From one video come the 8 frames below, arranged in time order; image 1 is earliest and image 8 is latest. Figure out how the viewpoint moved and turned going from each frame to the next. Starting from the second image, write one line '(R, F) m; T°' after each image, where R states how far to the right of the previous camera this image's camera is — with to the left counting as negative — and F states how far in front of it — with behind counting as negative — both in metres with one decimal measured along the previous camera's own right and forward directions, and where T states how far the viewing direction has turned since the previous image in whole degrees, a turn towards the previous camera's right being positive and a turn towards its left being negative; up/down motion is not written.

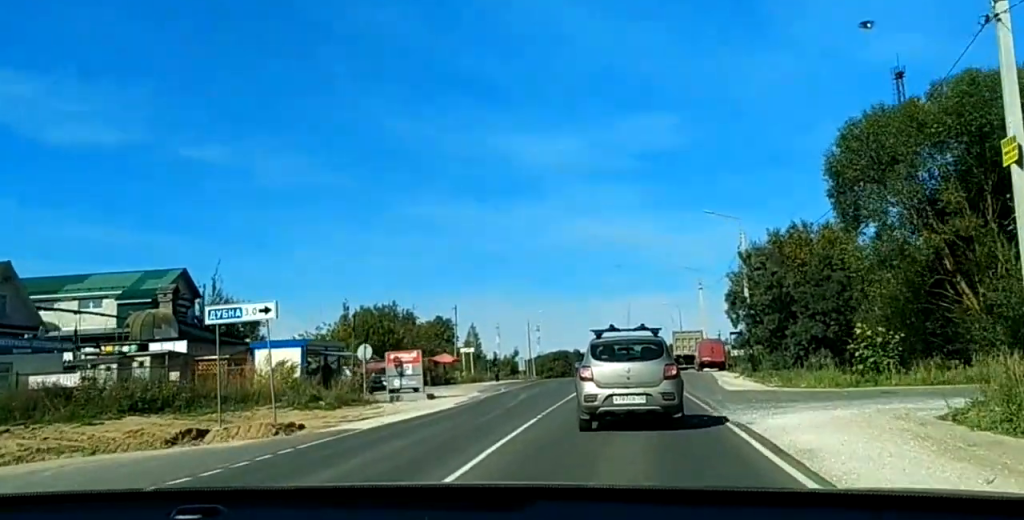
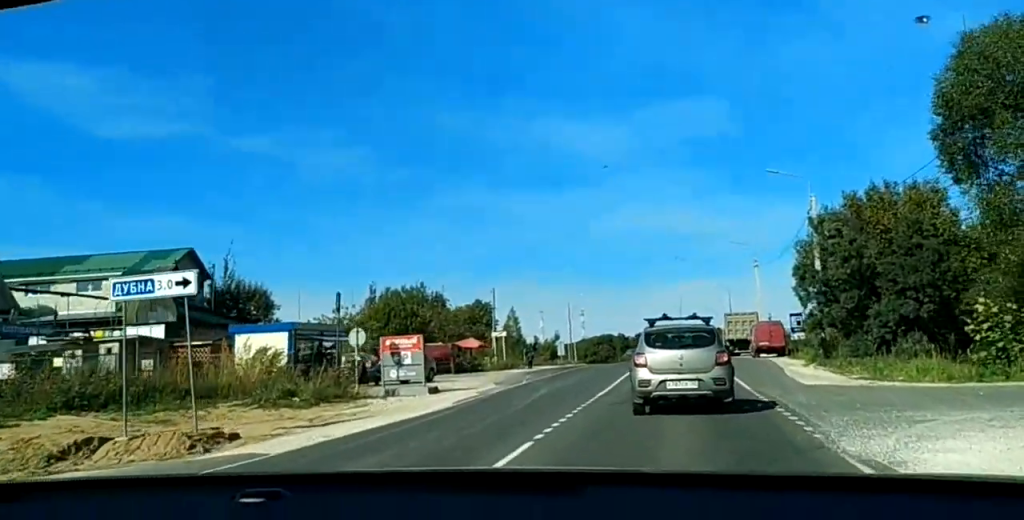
(+0.2, +7.9) m; +1°
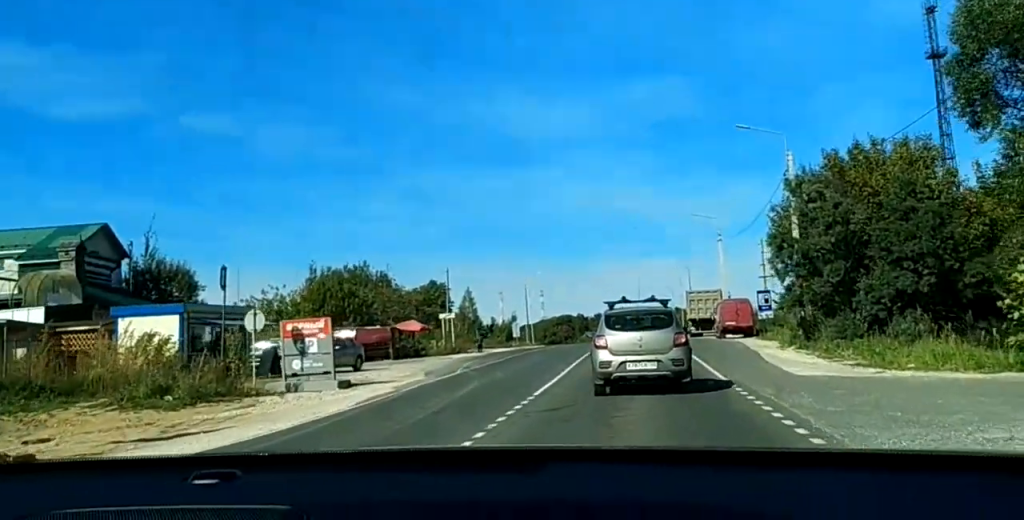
(0.0, +5.5) m; 0°
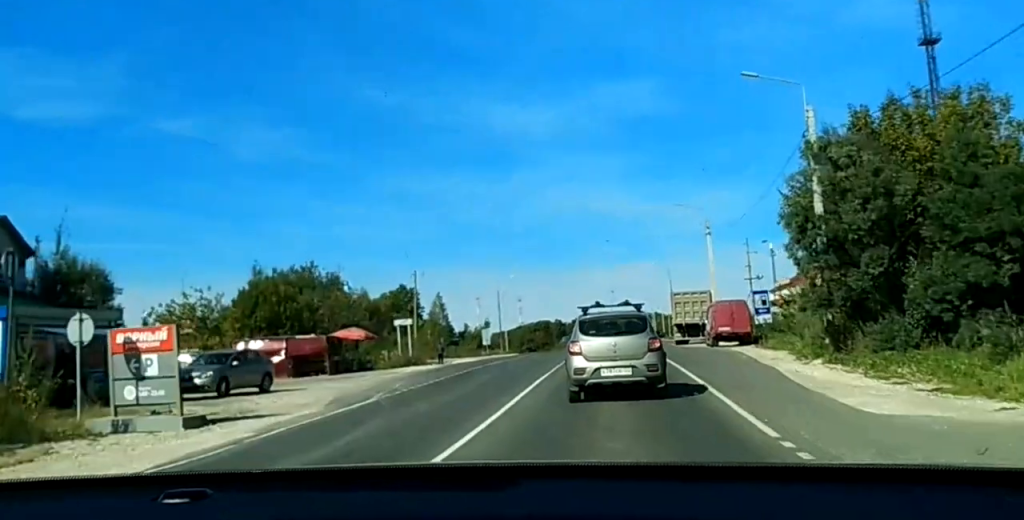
(+0.1, +8.6) m; -1°
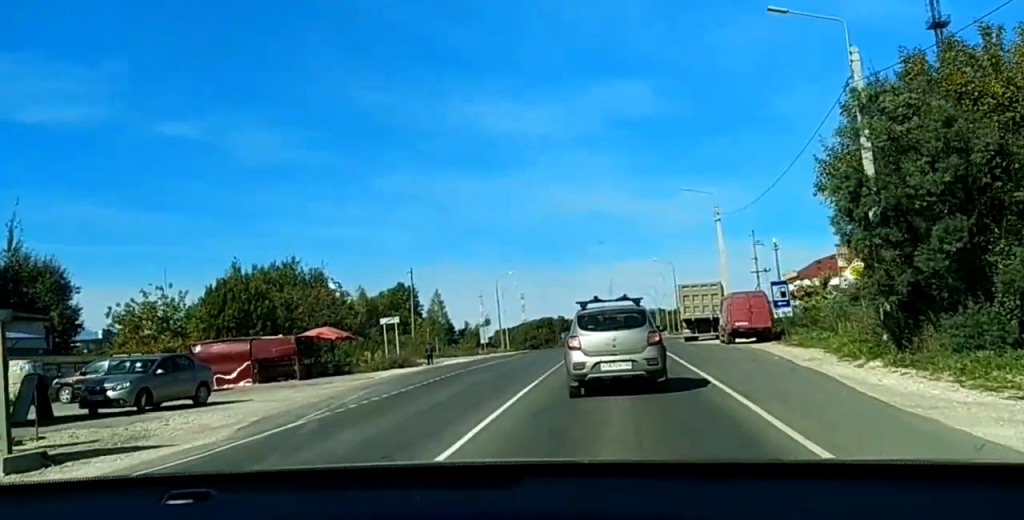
(-0.1, +5.5) m; -1°
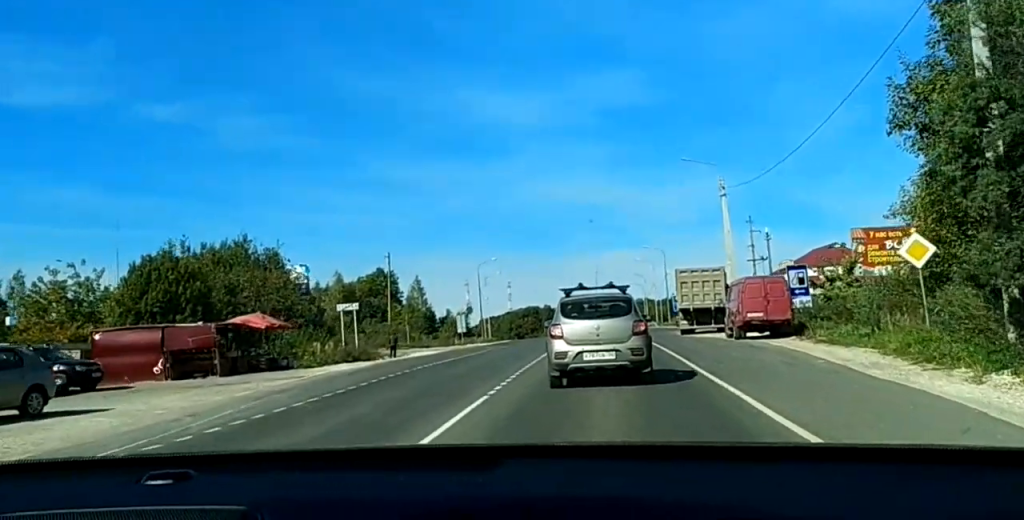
(-0.1, +7.5) m; -1°
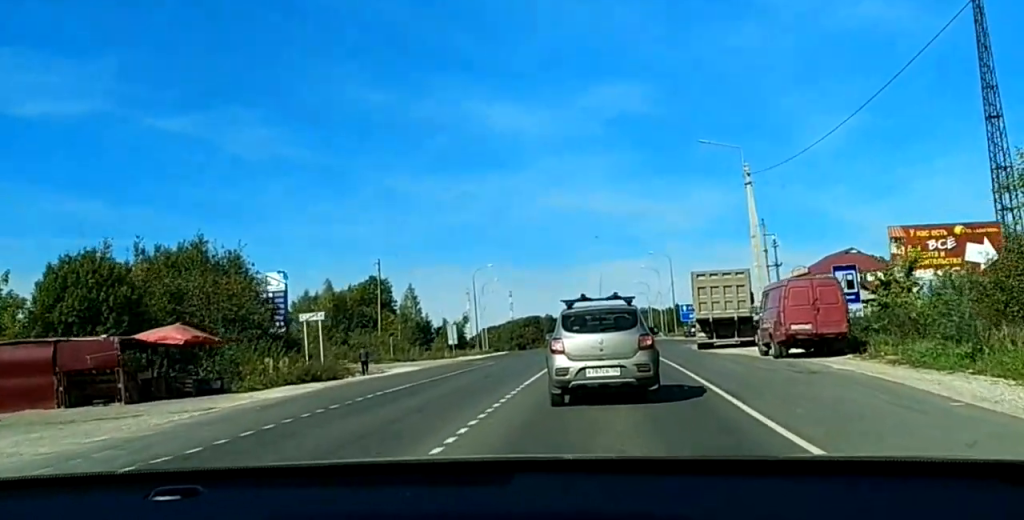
(-0.1, +7.4) m; +1°
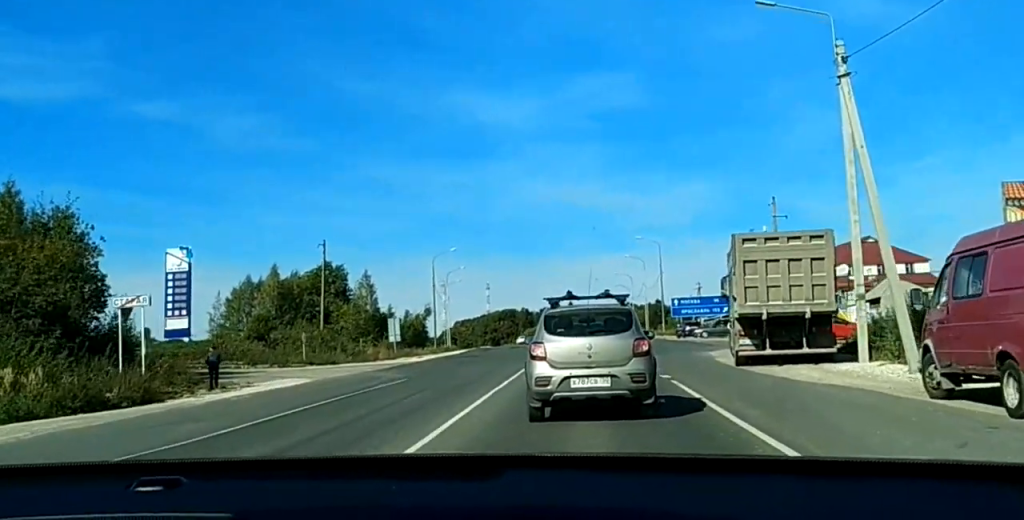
(+0.5, +17.4) m; +2°
